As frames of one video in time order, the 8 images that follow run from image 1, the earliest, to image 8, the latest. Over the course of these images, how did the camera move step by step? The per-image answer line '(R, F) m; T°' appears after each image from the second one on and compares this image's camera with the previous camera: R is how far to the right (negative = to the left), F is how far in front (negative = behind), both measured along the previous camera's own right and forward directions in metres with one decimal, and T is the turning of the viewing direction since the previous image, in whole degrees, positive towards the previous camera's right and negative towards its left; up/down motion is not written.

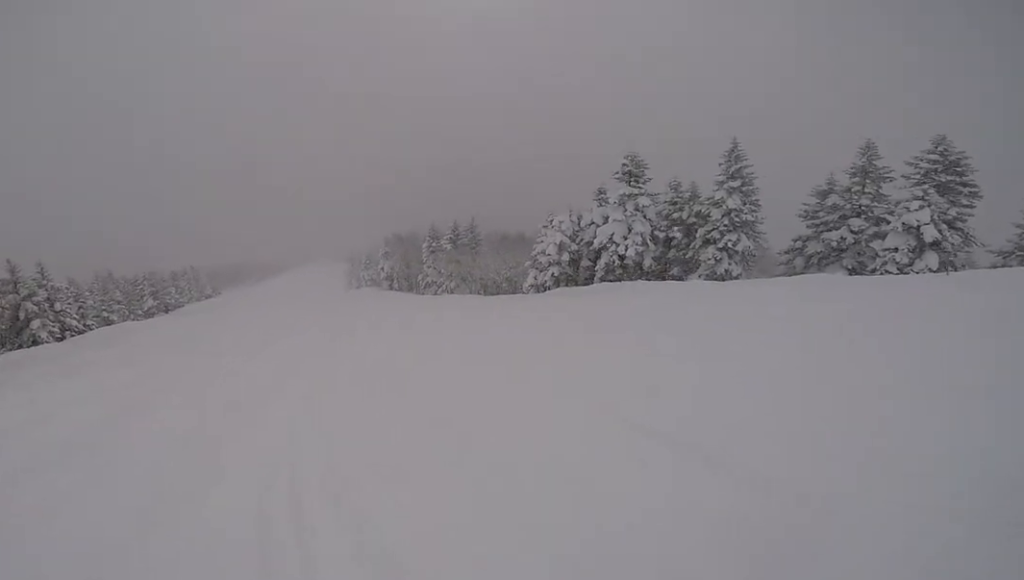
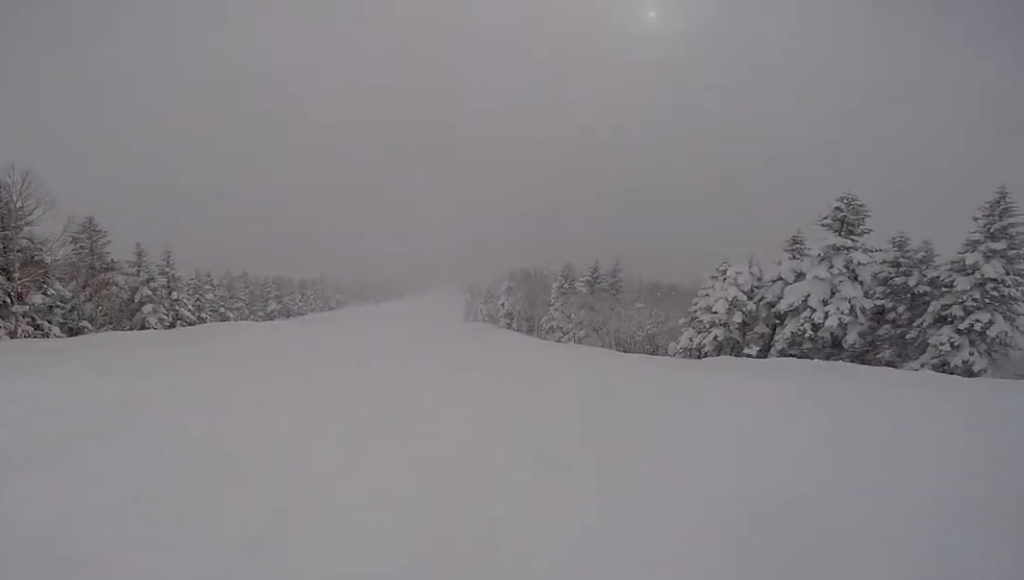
(+0.5, +3.8) m; +1°
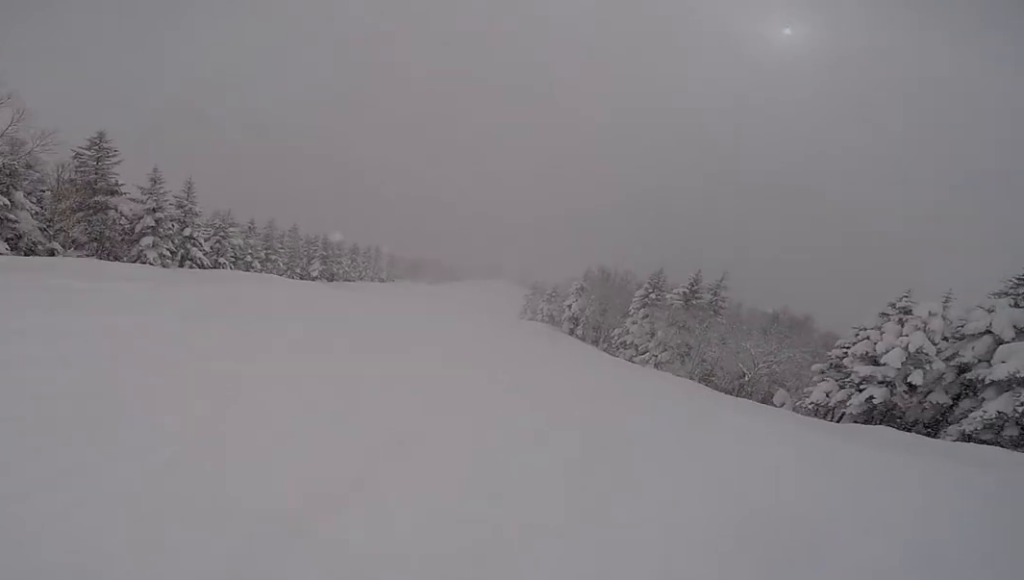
(-0.7, +6.7) m; -8°
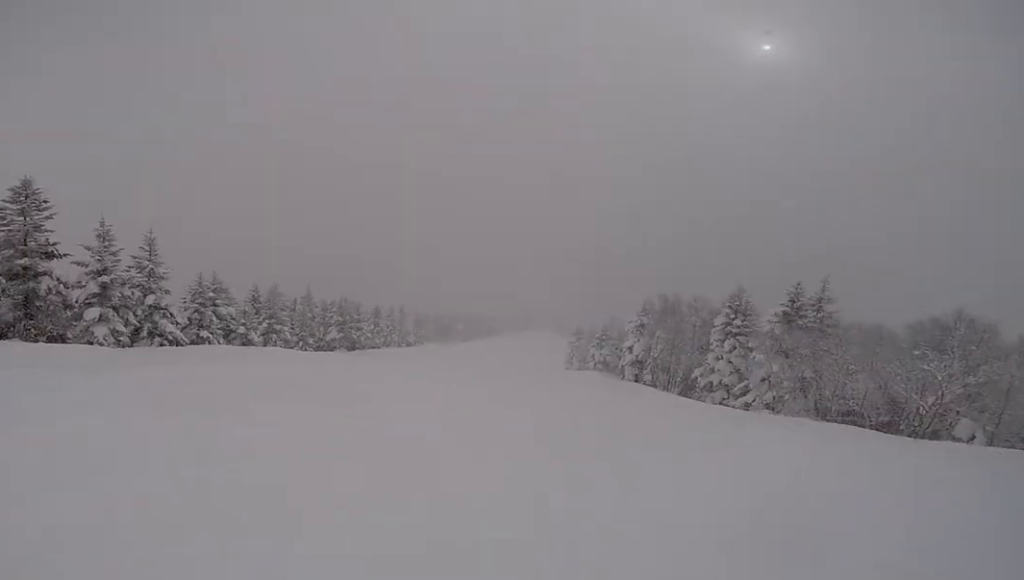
(-0.4, +6.7) m; -1°
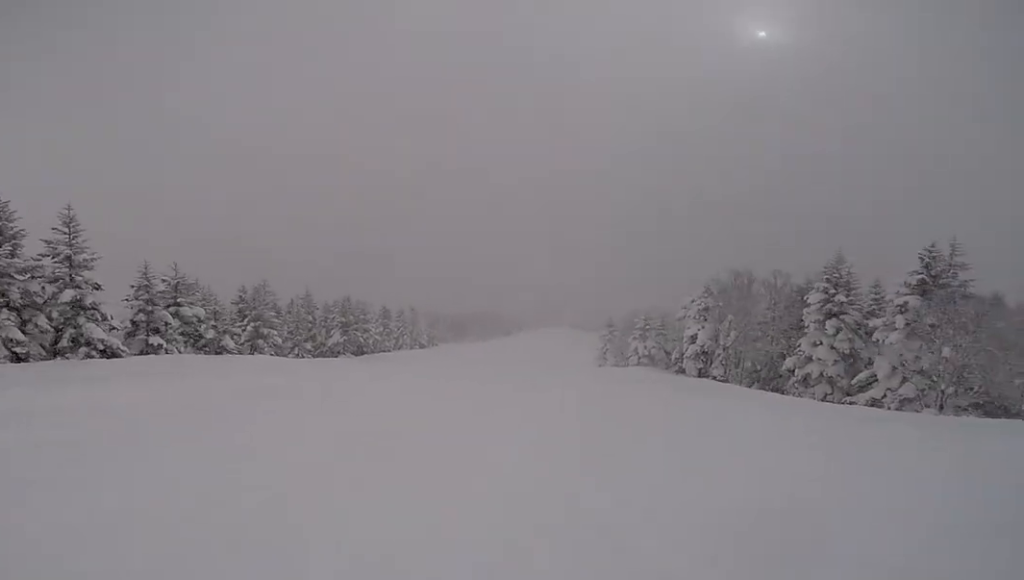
(+0.1, +6.7) m; +1°
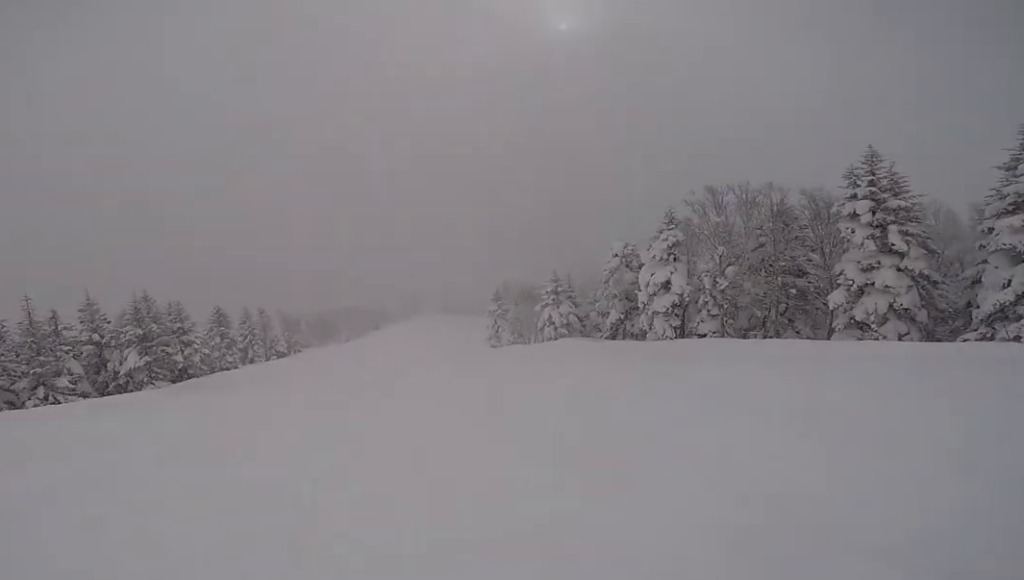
(+0.3, +14.0) m; +2°
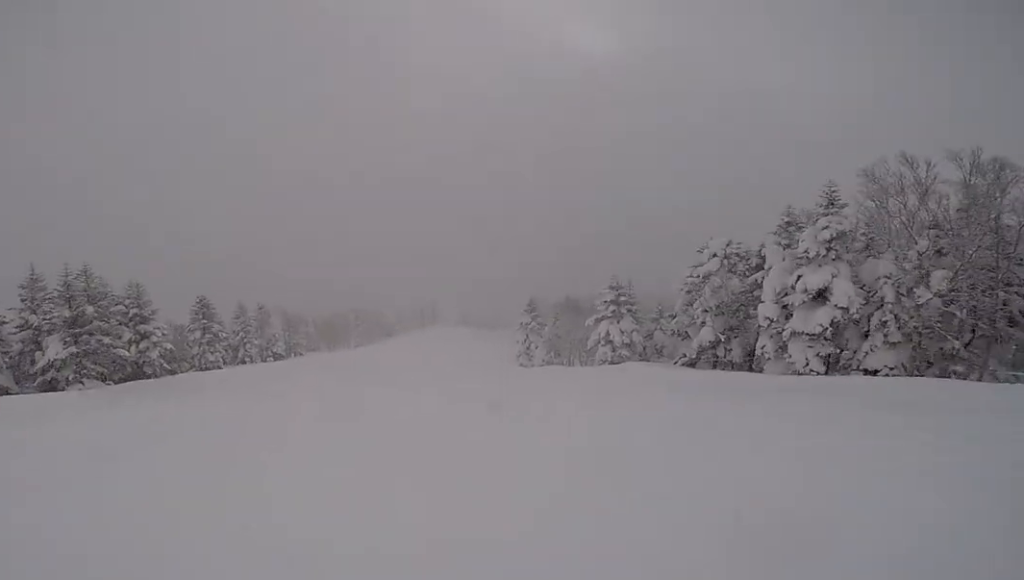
(+0.1, +8.5) m; +6°
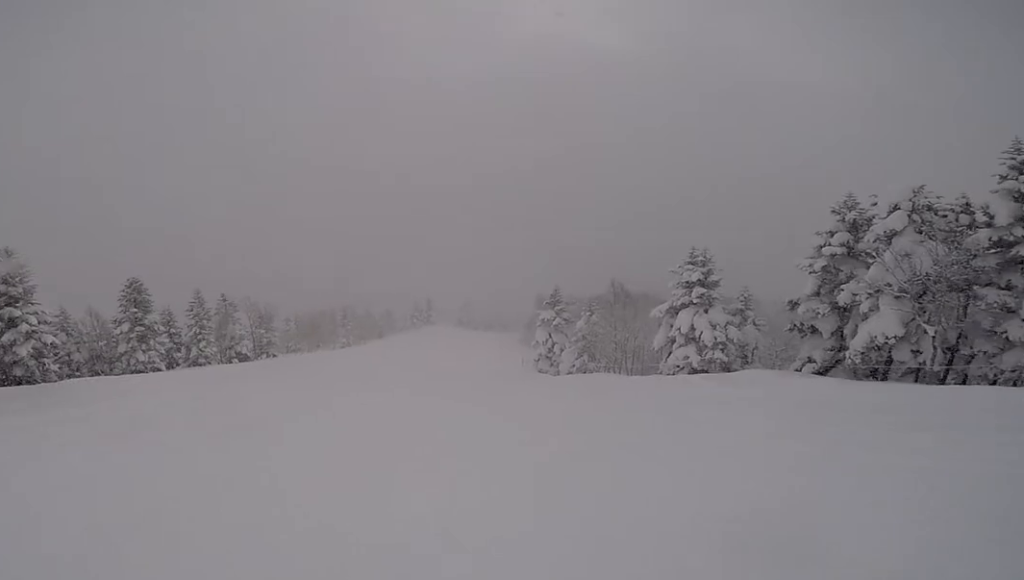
(+1.0, +10.4) m; +2°
